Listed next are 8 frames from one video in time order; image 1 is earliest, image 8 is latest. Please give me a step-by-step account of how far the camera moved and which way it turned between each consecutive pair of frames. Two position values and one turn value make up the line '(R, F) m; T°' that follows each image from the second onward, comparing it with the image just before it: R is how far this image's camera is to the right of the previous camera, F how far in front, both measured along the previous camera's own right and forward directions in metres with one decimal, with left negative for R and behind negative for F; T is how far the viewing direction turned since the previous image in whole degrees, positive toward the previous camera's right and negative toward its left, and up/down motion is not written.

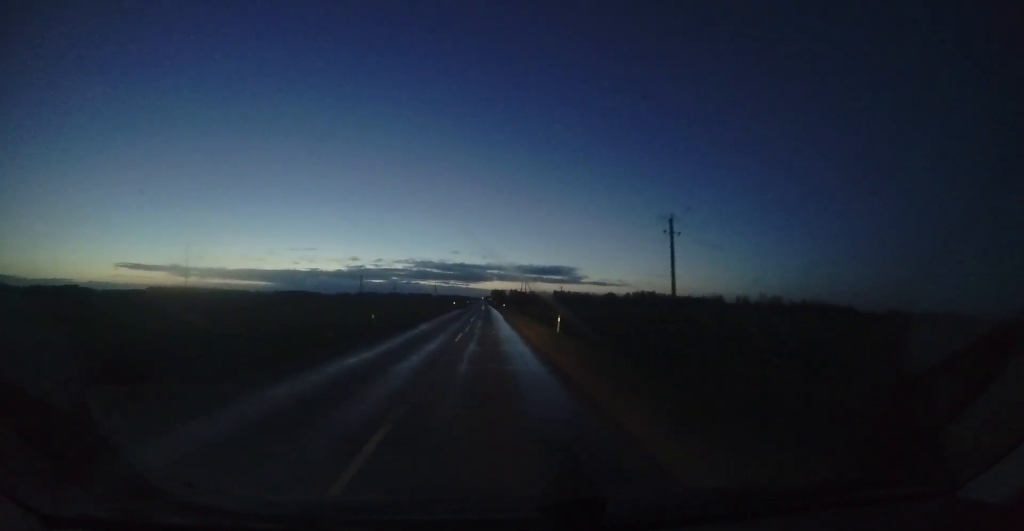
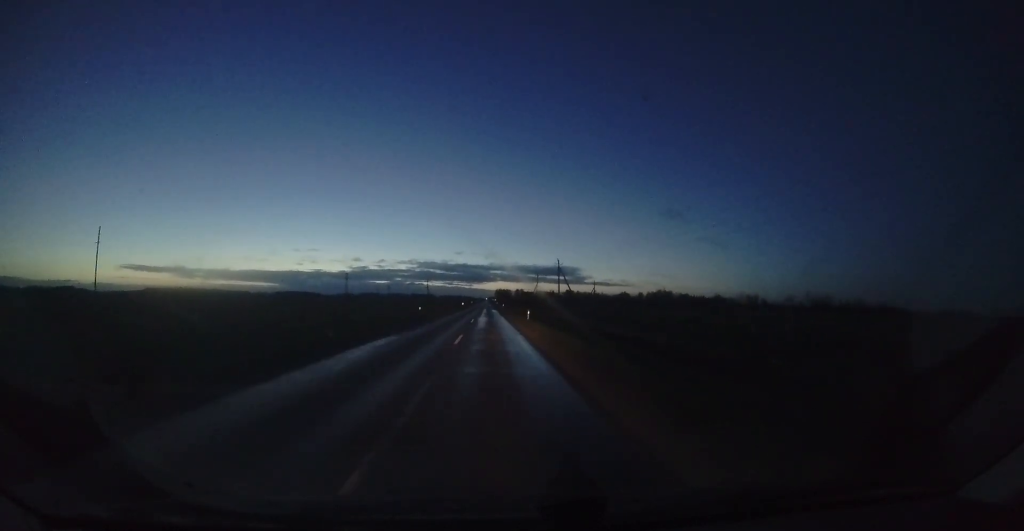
(+0.1, +37.0) m; +1°
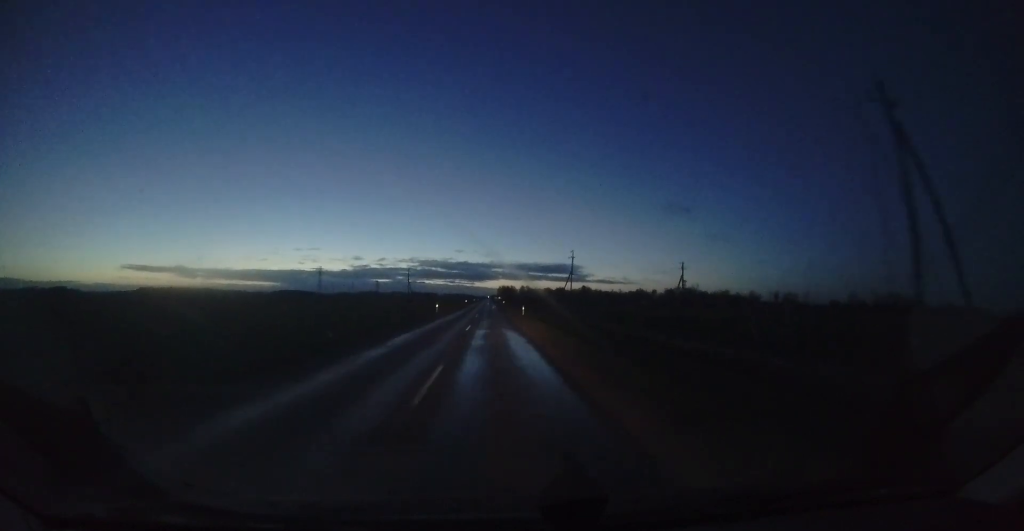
(-0.1, +43.0) m; -1°
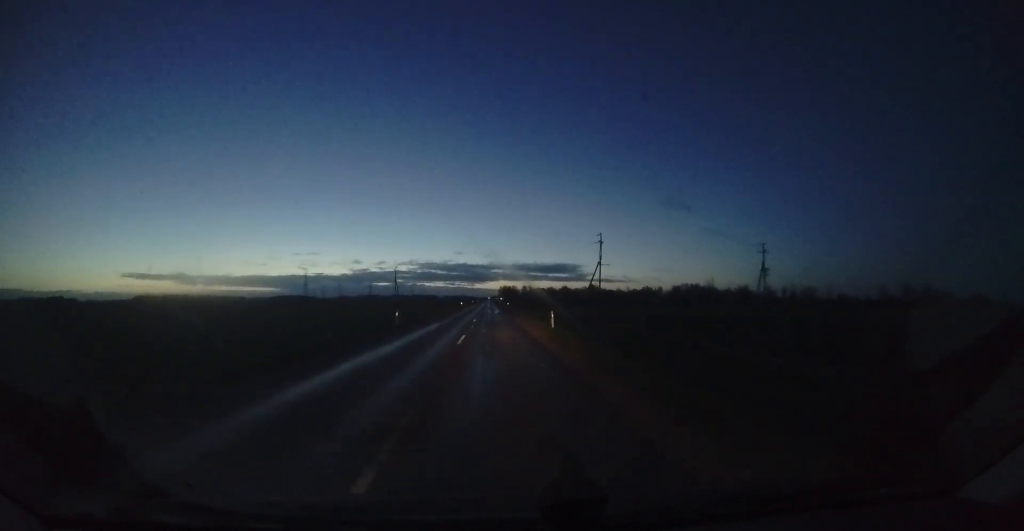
(-0.1, +17.2) m; 0°
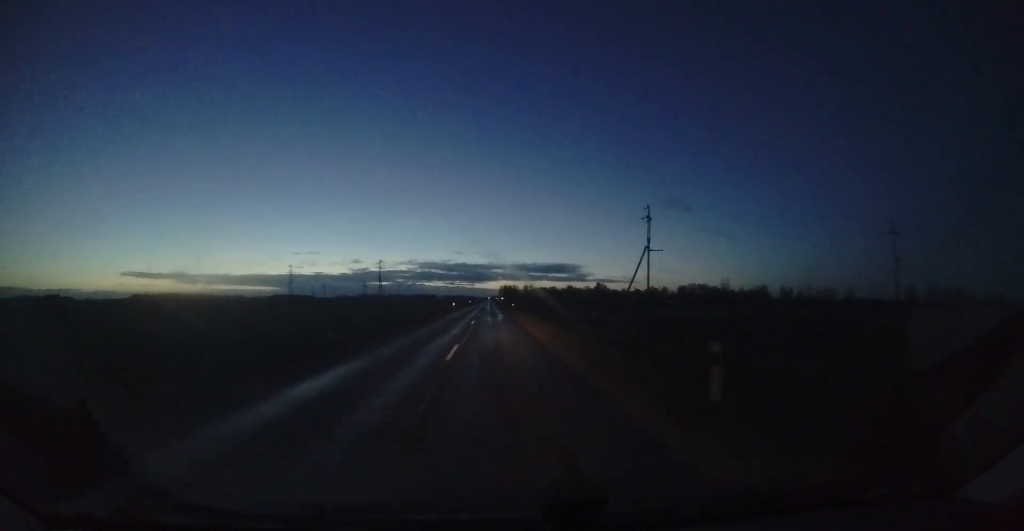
(0.0, +15.3) m; 0°
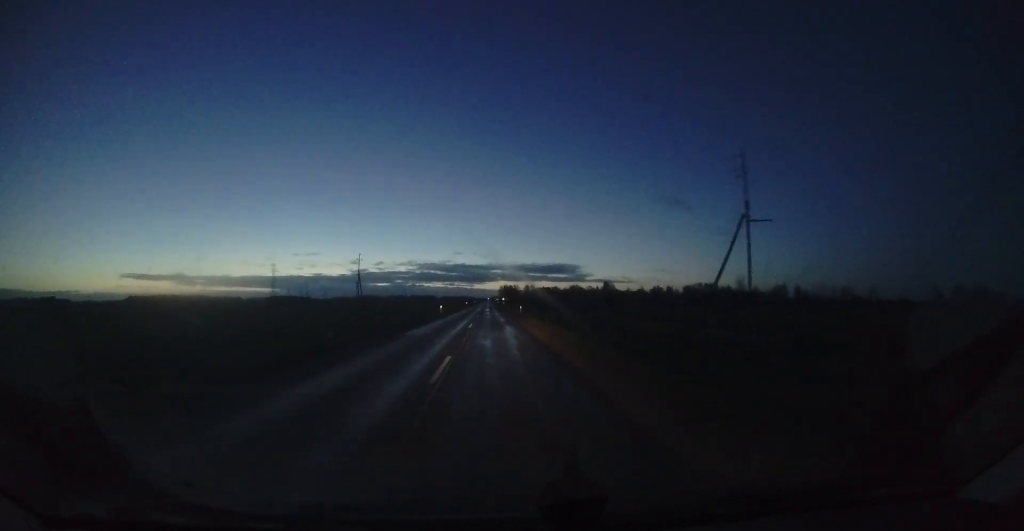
(+0.1, +14.4) m; 0°
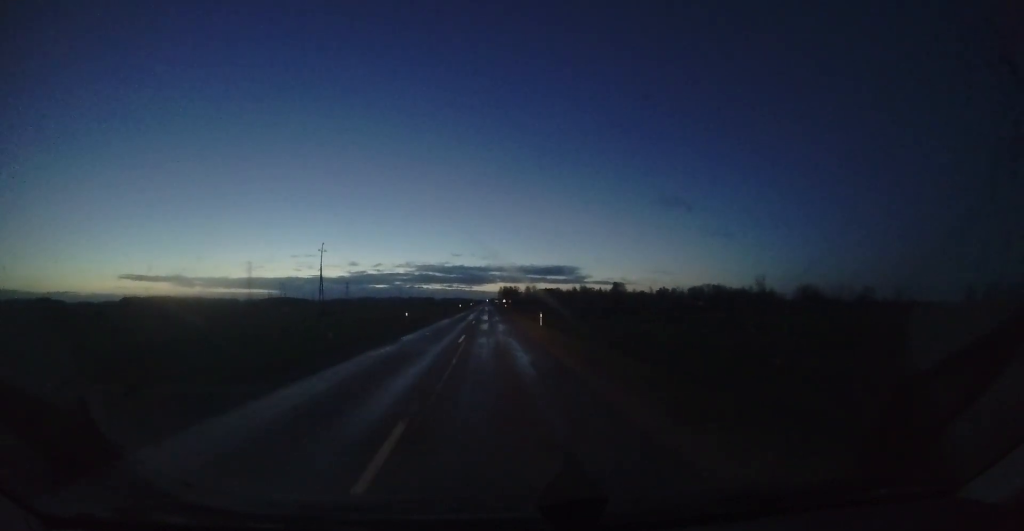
(-0.2, +17.0) m; -1°
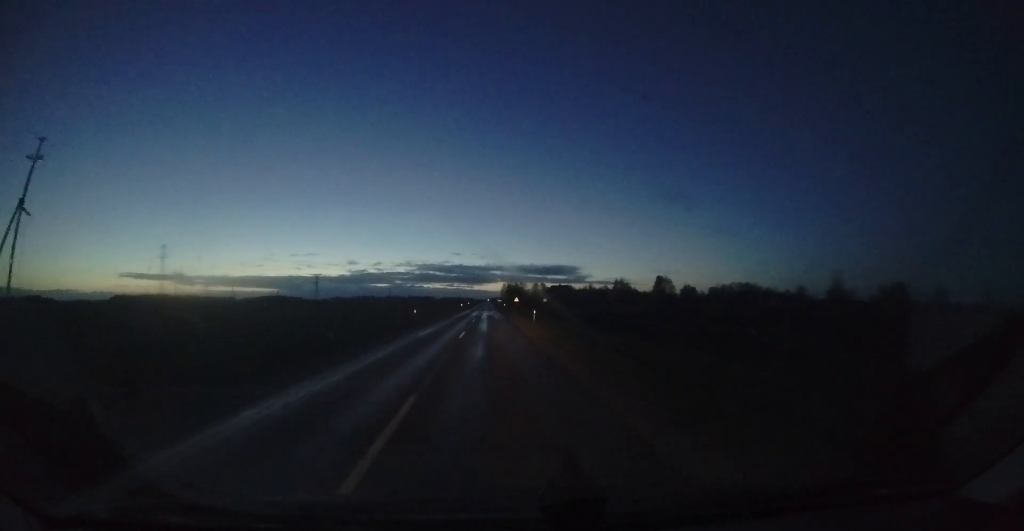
(-0.3, +46.6) m; +1°
